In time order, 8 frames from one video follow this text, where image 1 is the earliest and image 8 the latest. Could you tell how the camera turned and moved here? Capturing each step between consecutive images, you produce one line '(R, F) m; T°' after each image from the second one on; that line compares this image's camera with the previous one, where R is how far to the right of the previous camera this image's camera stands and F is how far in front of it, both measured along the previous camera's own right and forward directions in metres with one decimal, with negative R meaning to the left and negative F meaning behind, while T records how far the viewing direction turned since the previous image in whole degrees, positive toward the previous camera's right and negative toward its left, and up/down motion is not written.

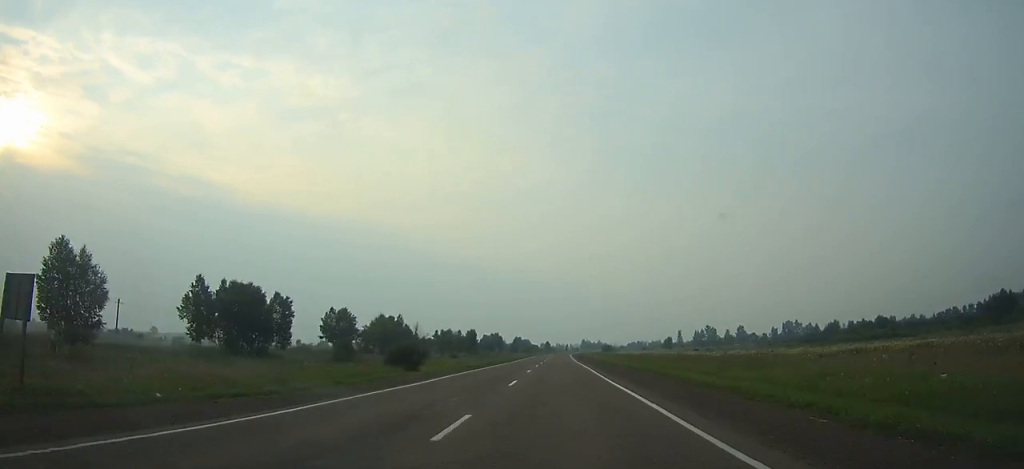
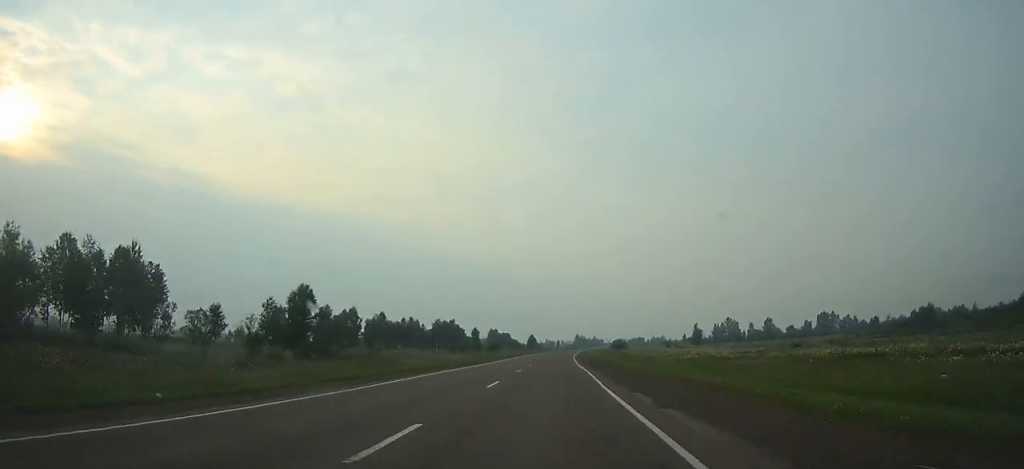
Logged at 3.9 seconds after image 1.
(+0.9, +94.9) m; +1°
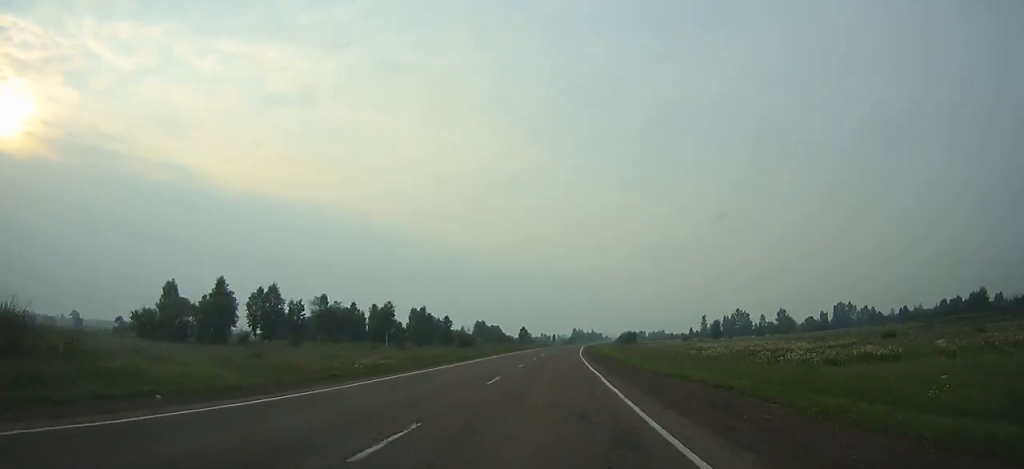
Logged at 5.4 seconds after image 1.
(0.0, +35.3) m; +1°
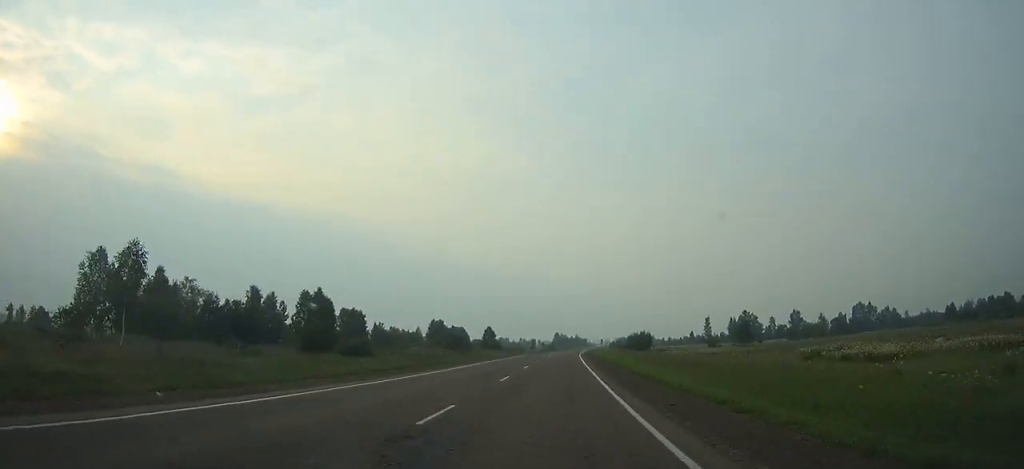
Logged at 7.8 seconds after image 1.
(+0.8, +56.0) m; +1°
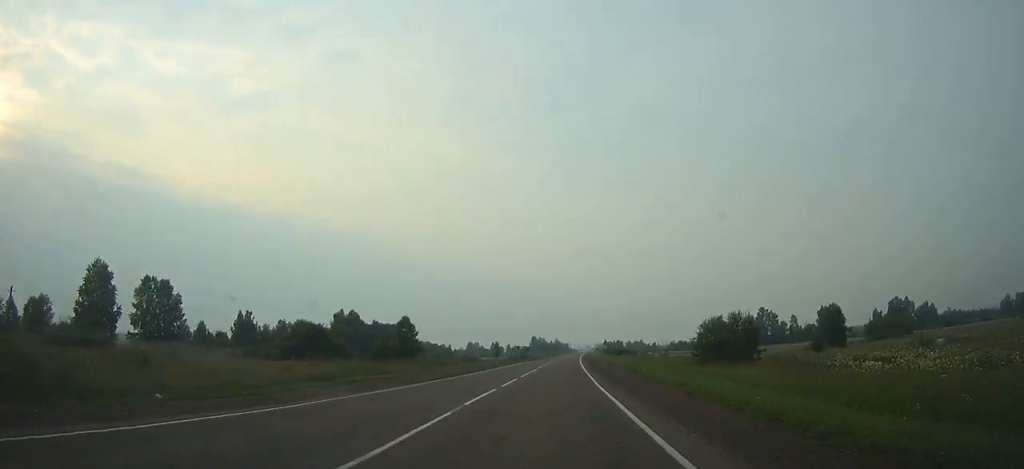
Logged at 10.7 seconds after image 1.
(+1.1, +69.7) m; +2°
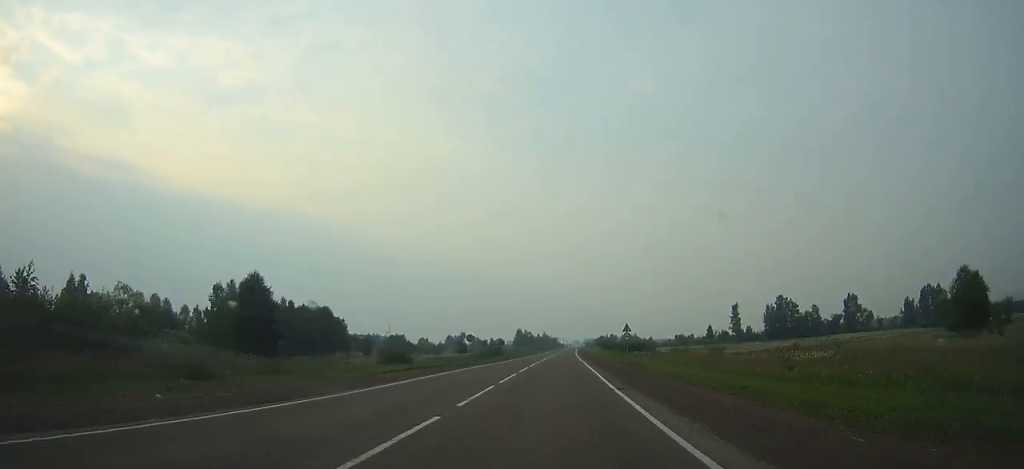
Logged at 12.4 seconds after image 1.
(+0.2, +41.7) m; +1°
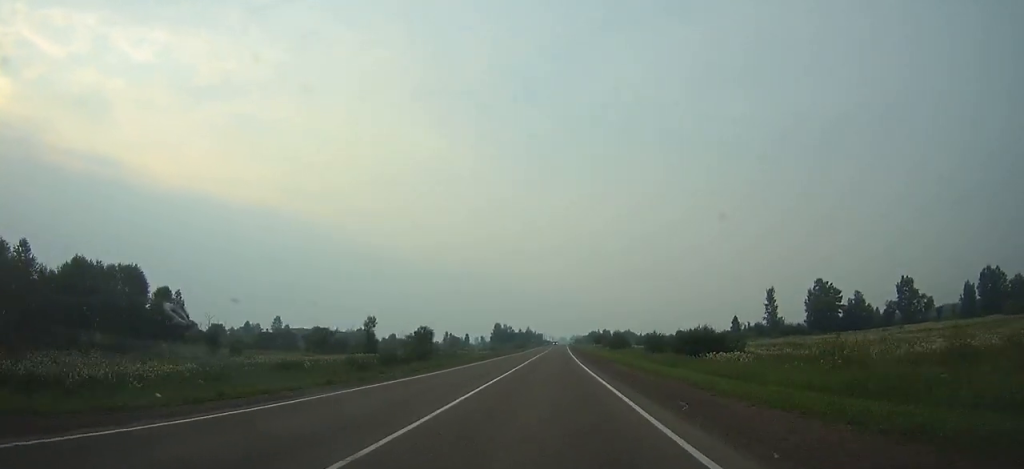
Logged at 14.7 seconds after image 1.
(+0.8, +56.2) m; +1°
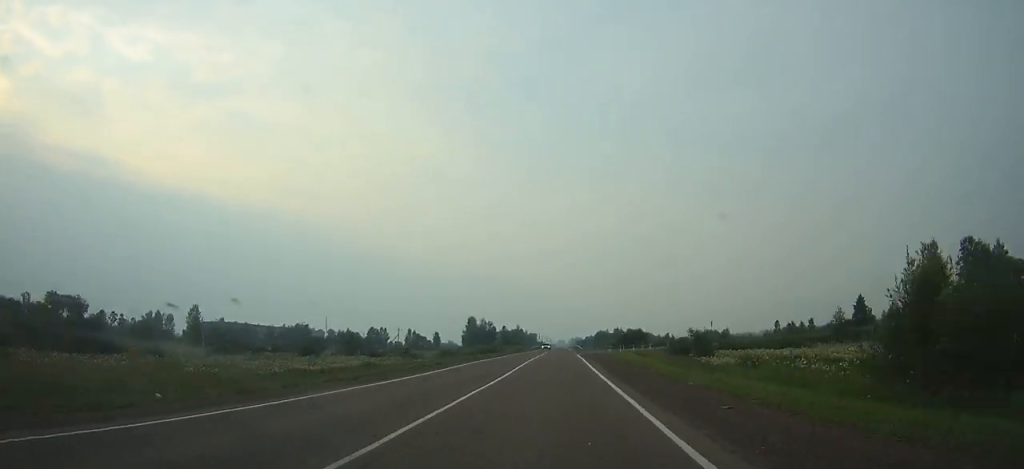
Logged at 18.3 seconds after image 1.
(+0.7, +84.4) m; +1°
